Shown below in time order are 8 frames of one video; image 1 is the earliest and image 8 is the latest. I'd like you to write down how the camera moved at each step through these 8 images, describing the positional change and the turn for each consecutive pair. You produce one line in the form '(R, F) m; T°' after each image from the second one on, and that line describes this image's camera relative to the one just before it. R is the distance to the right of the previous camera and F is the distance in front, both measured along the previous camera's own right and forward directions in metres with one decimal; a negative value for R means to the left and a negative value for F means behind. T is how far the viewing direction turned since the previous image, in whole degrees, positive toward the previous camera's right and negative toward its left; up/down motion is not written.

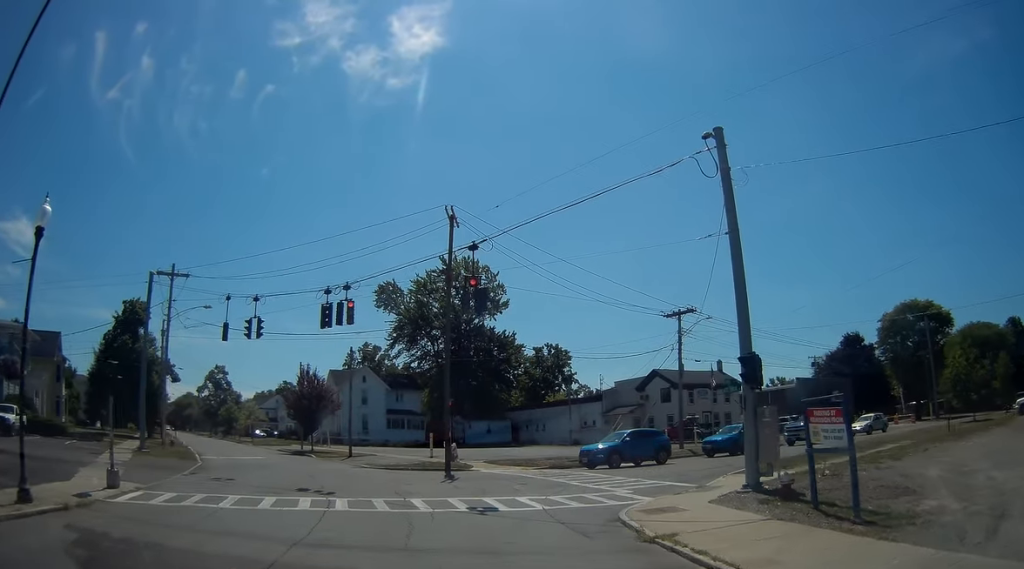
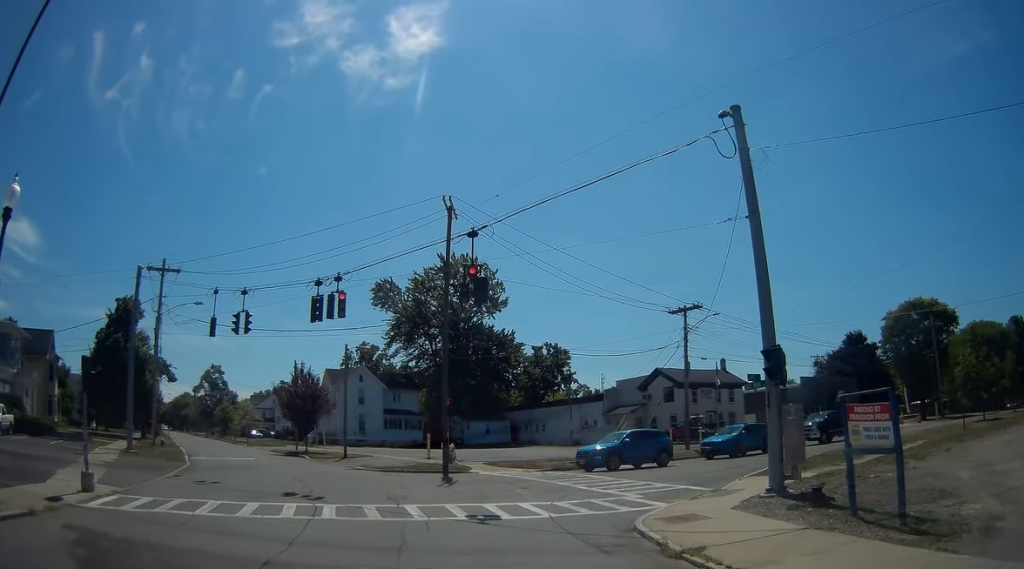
(0.0, +1.1) m; -1°
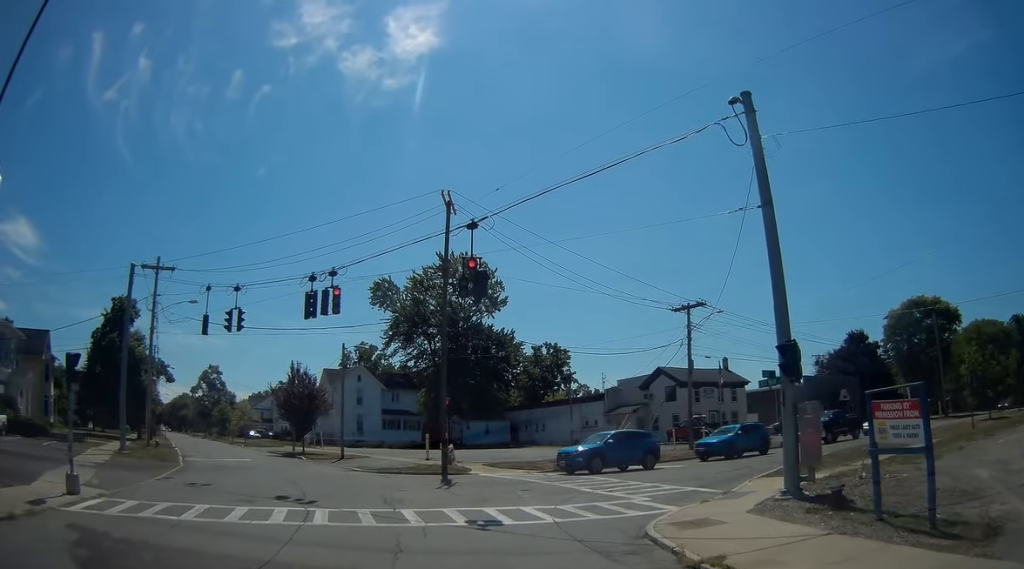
(-0.1, +0.6) m; 0°
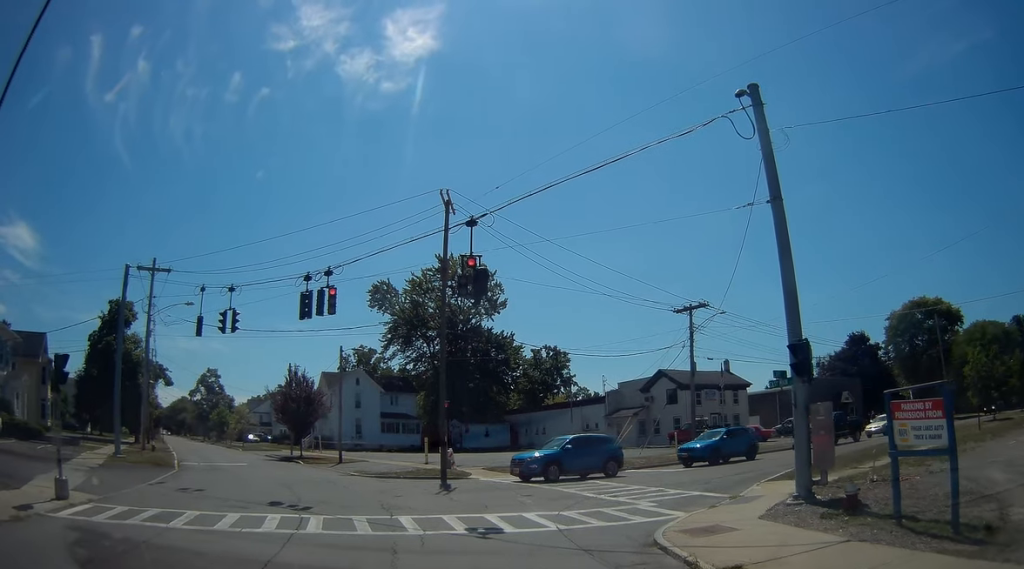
(-0.1, +0.6) m; +1°
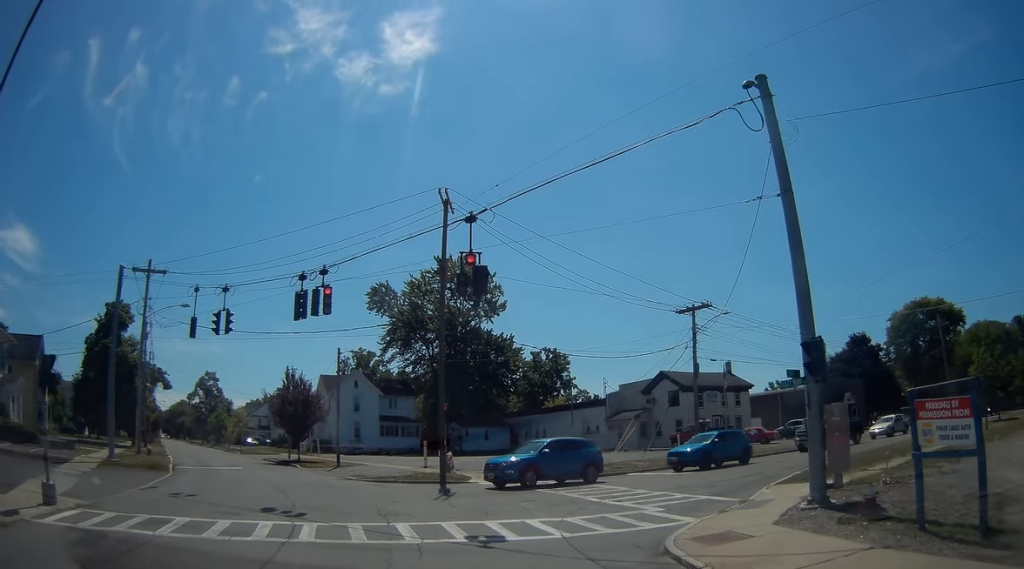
(0.0, +0.4) m; +4°
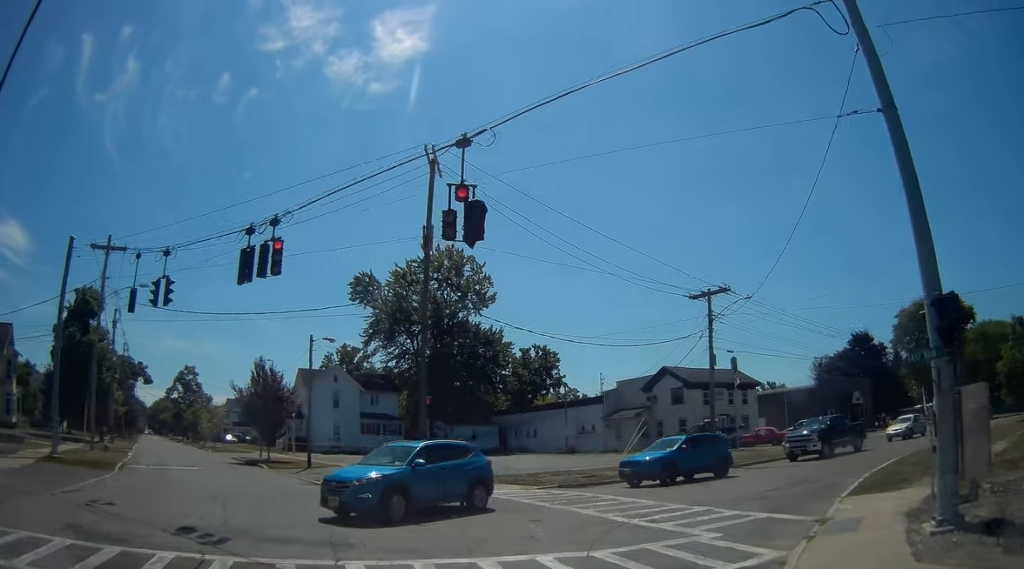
(+0.2, +3.0) m; +5°
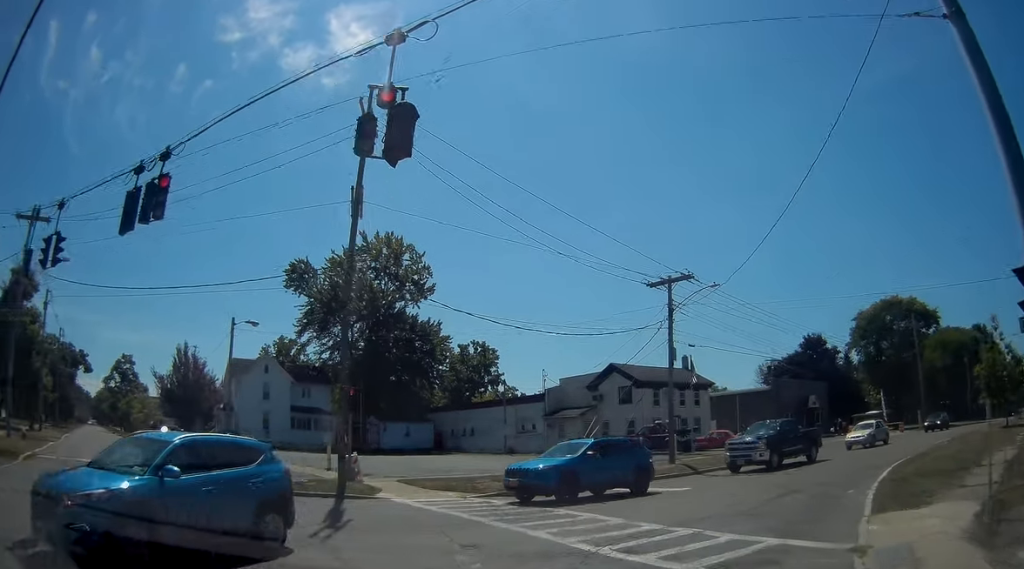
(0.0, +3.6) m; +8°
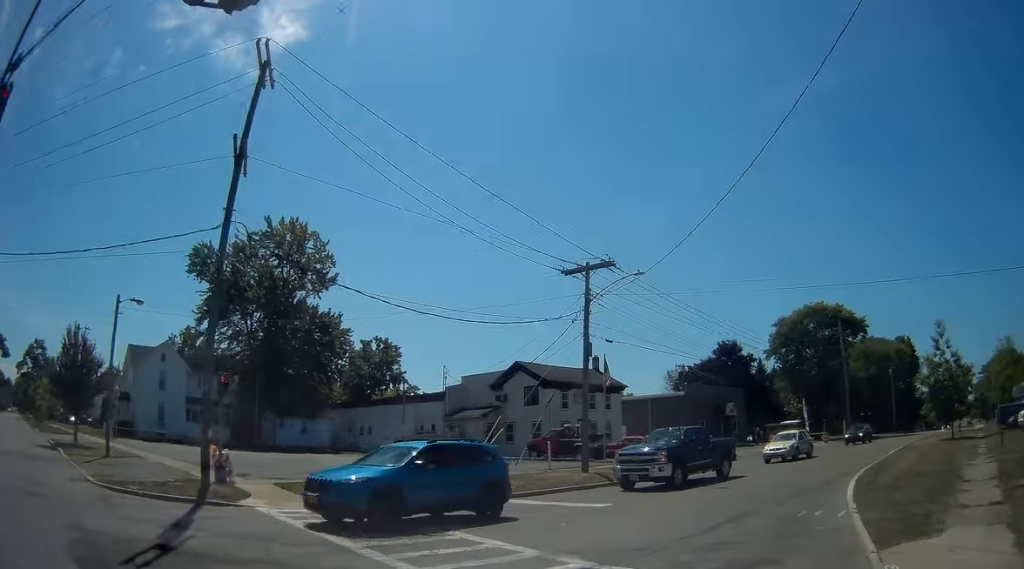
(+0.2, +3.2) m; +8°
